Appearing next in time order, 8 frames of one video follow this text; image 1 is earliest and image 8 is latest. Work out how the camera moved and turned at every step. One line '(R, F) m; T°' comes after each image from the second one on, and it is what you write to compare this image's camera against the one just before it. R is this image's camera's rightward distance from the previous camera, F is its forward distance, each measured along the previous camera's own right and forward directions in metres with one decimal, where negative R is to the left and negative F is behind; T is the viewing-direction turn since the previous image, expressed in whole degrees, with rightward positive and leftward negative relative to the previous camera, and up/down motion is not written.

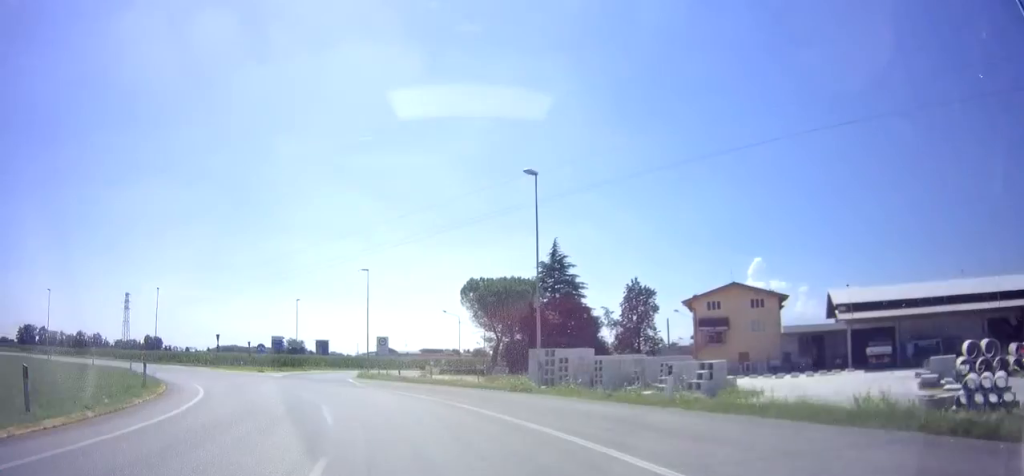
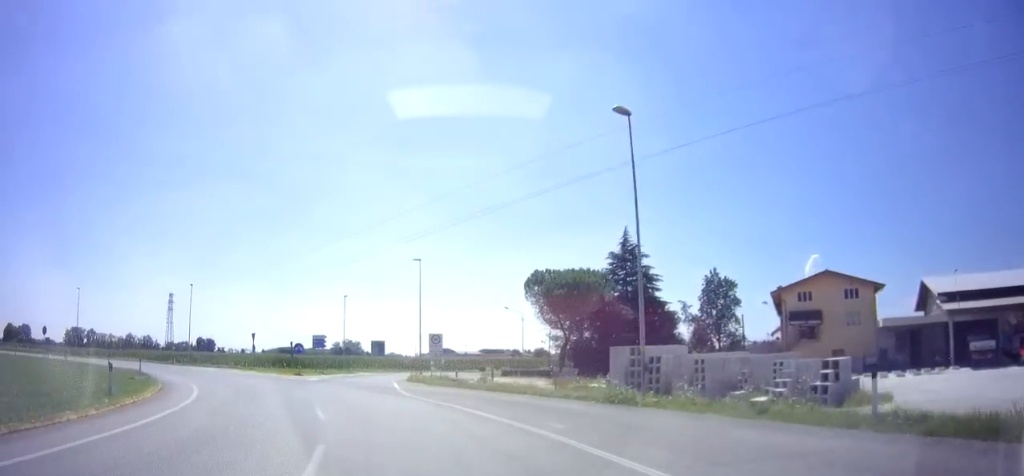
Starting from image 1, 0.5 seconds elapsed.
(-0.2, +5.8) m; -5°
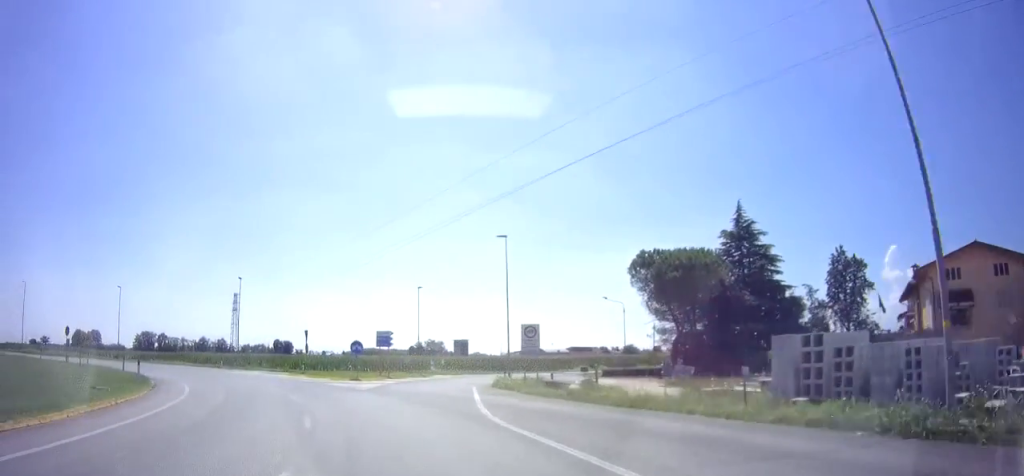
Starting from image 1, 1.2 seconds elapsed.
(-0.5, +8.5) m; -4°
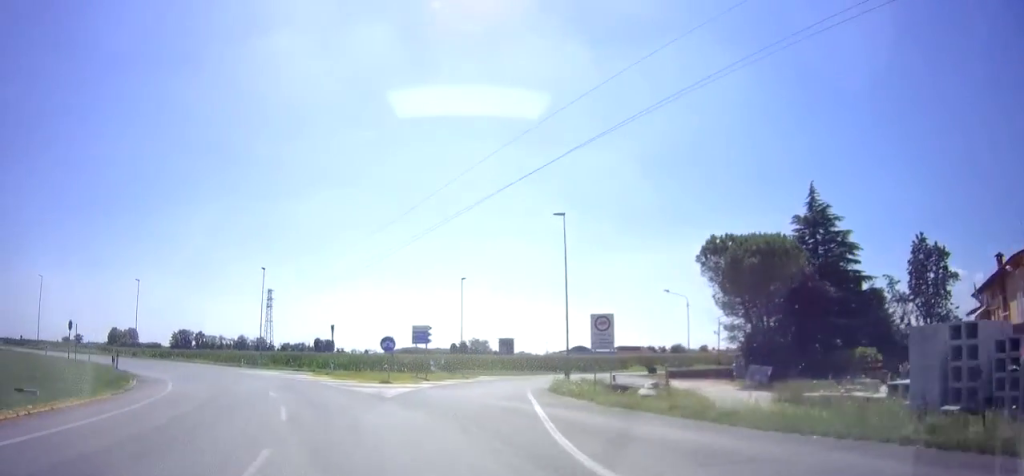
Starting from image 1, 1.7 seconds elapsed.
(-0.2, +5.7) m; +1°
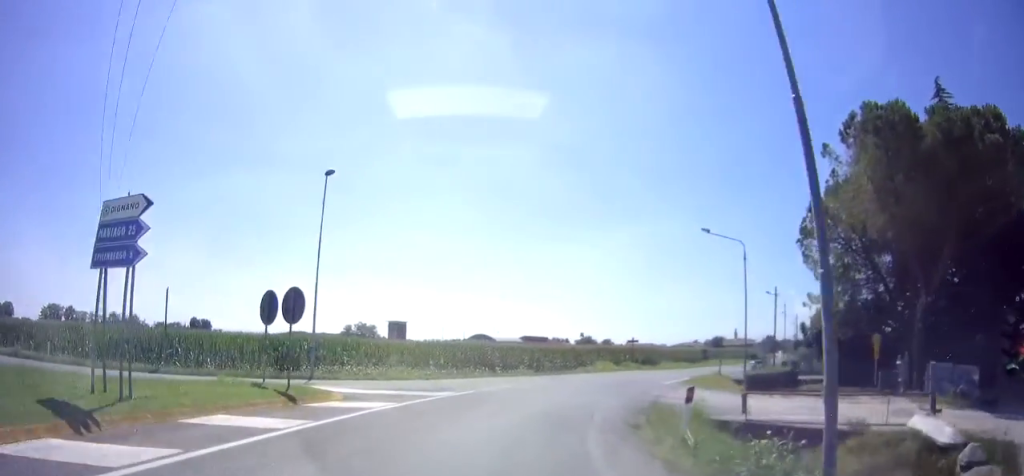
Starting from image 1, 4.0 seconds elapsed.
(+3.8, +25.3) m; +21°
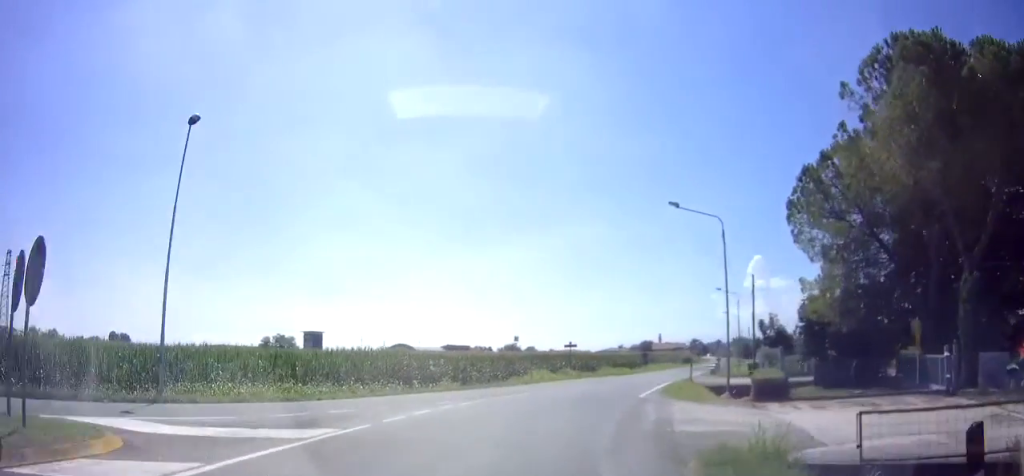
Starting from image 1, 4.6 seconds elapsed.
(+0.3, +6.5) m; +7°
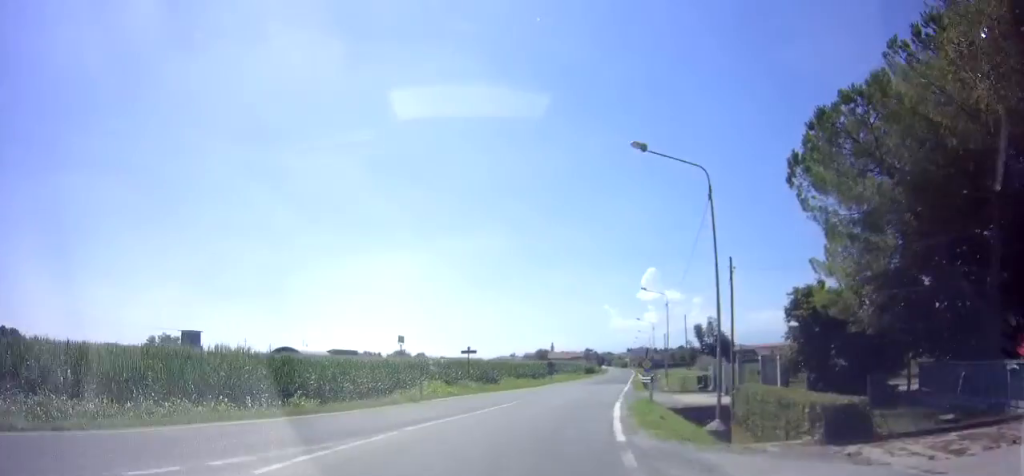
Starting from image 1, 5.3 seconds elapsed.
(+0.6, +9.1) m; +11°
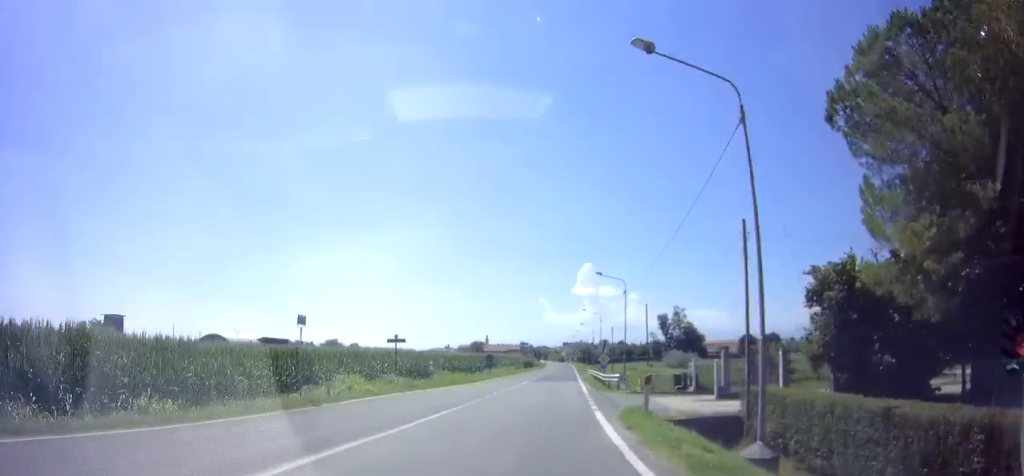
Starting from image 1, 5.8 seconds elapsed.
(+0.7, +6.2) m; +3°
